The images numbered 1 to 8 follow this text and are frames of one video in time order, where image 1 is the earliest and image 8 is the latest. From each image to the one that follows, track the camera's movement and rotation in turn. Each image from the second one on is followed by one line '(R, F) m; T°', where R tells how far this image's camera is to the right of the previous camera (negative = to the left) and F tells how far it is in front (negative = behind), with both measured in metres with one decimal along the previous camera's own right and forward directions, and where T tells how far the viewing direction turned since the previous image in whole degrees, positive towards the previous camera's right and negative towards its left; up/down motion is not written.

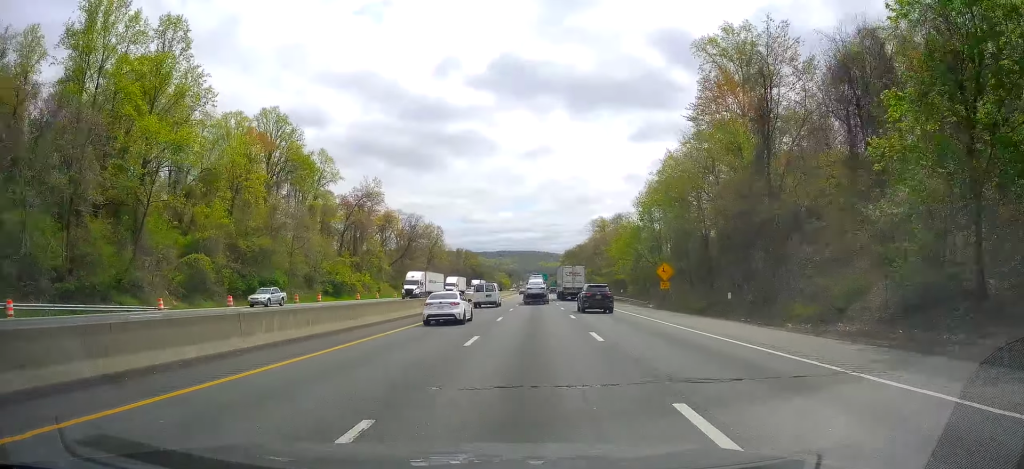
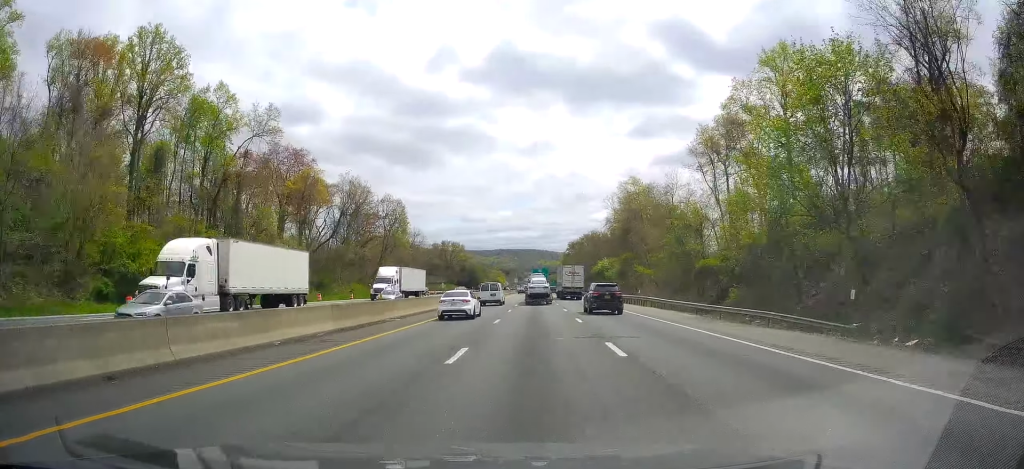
(-0.5, +52.9) m; -1°
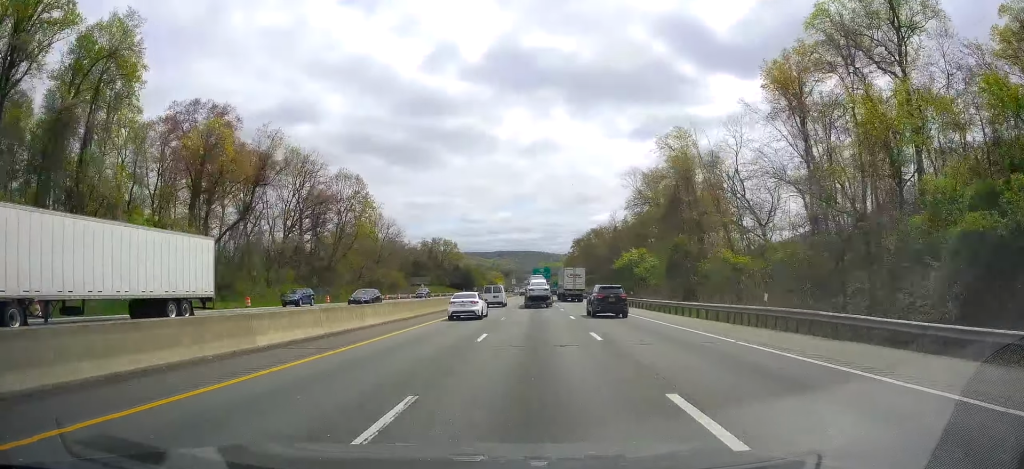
(+0.1, +32.1) m; +1°
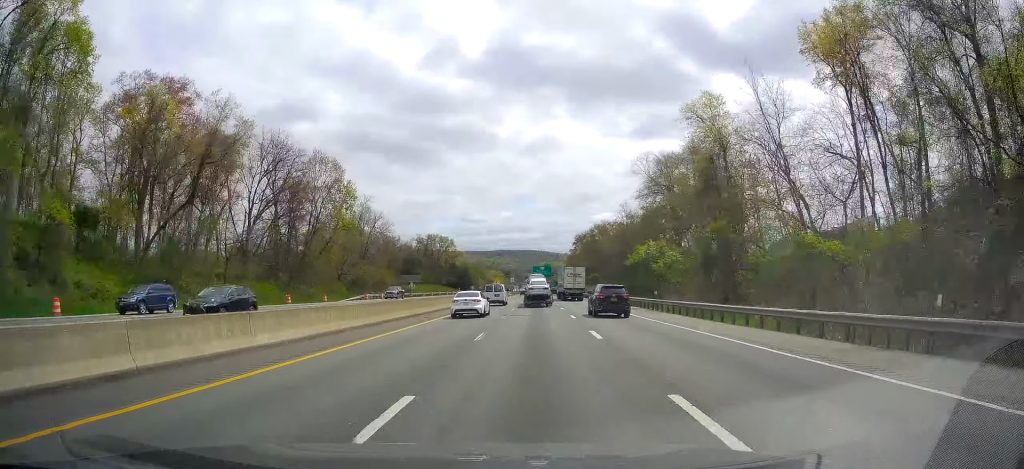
(+0.1, +12.4) m; 0°
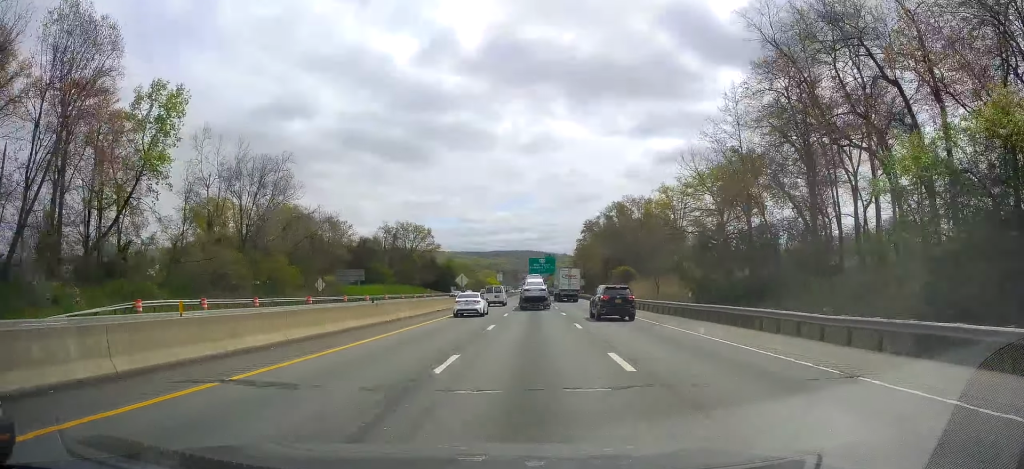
(0.0, +55.8) m; -1°
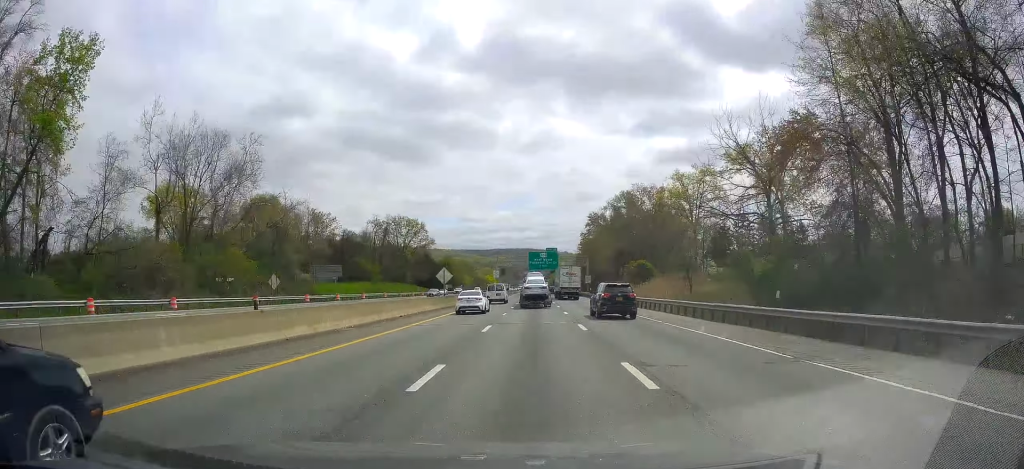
(-0.1, +14.3) m; 0°
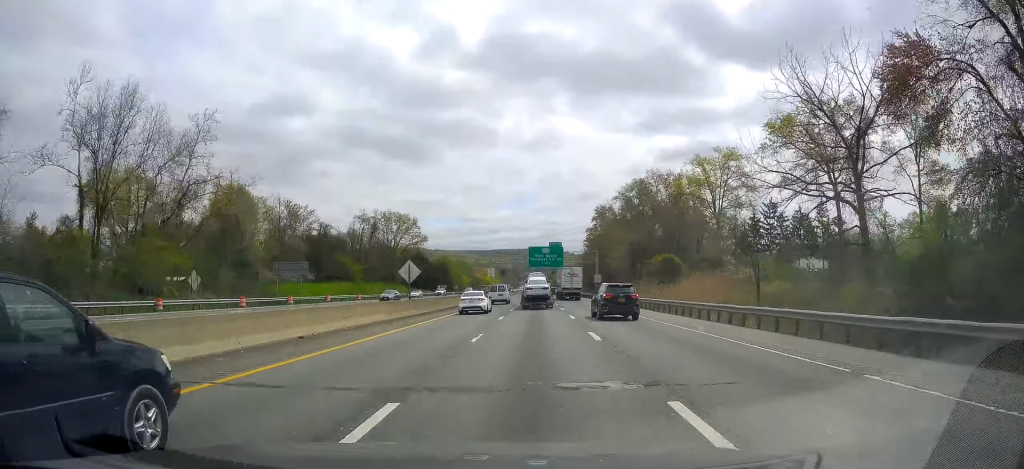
(-0.3, +16.4) m; 0°
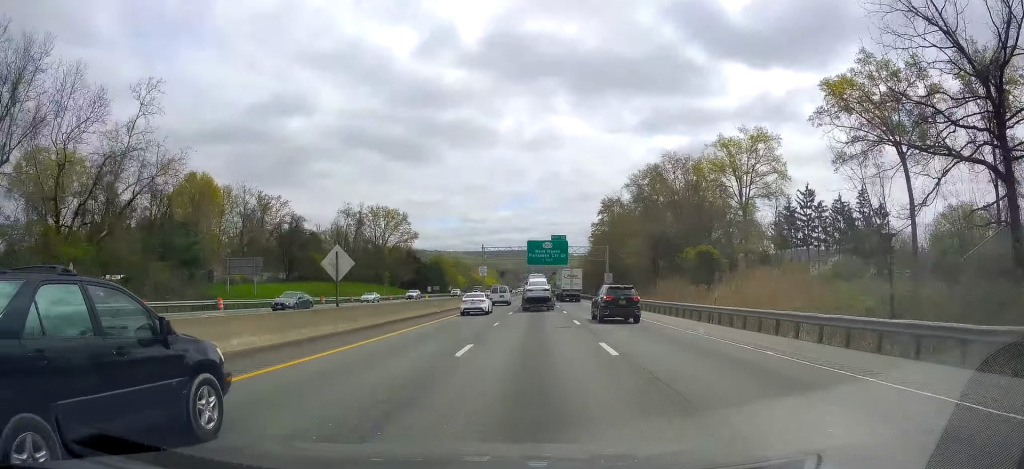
(+0.1, +15.3) m; 0°
